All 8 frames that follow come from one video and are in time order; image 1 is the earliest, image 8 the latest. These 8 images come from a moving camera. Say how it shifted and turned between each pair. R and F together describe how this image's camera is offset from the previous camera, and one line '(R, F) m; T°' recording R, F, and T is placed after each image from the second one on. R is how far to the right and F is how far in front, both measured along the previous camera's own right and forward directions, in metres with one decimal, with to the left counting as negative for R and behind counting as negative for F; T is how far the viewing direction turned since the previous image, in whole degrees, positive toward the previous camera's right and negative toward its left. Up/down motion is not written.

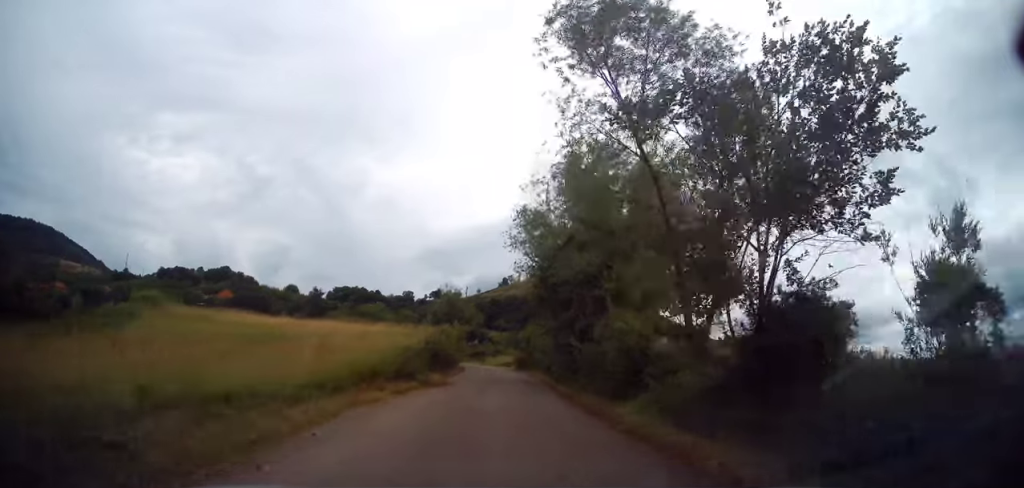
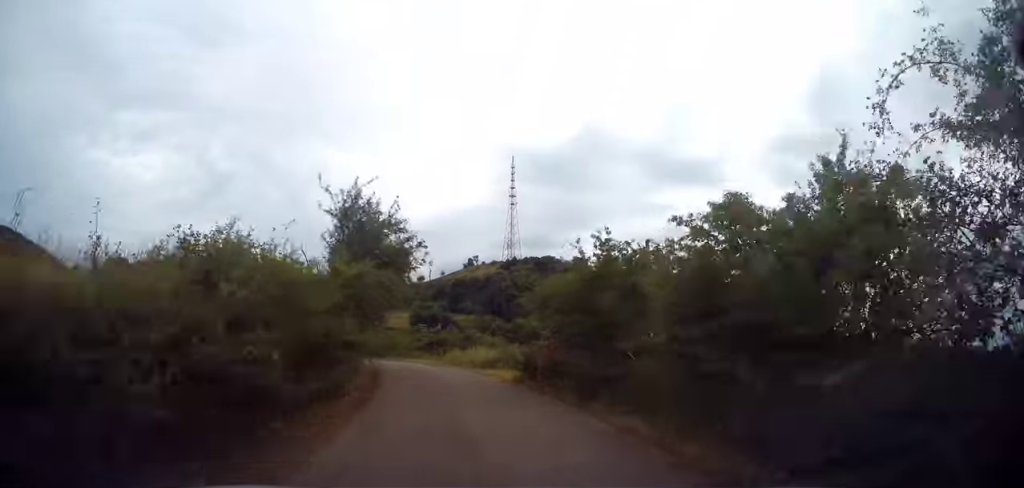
(+1.5, +22.9) m; +7°
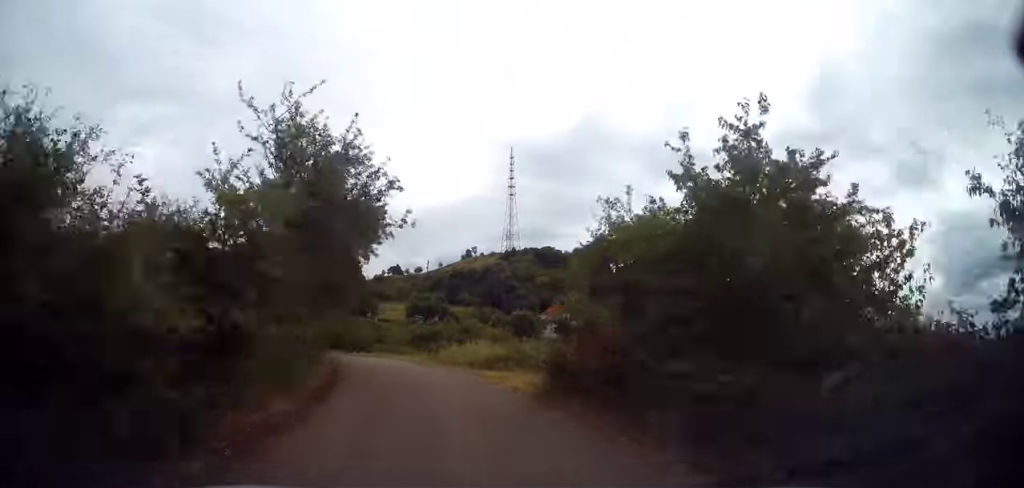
(-0.1, +5.3) m; 0°
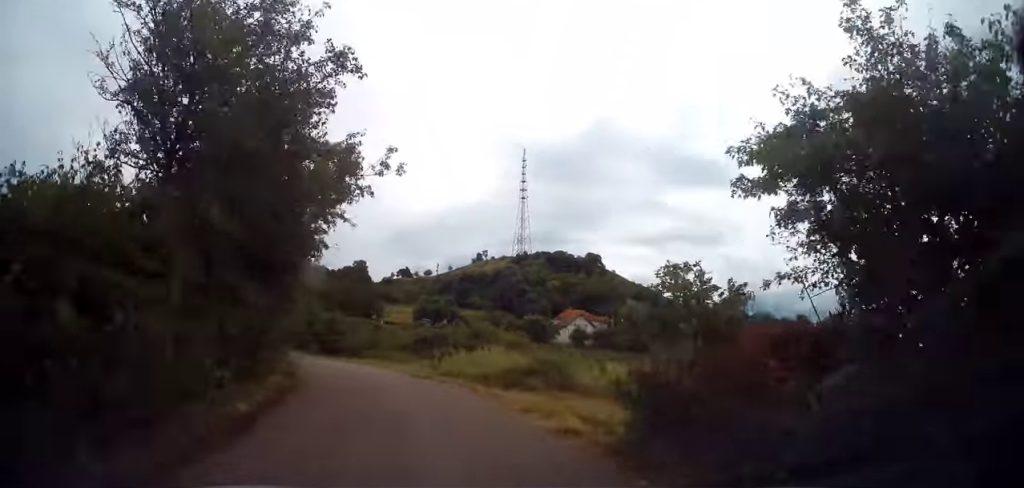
(+0.2, +4.8) m; -3°
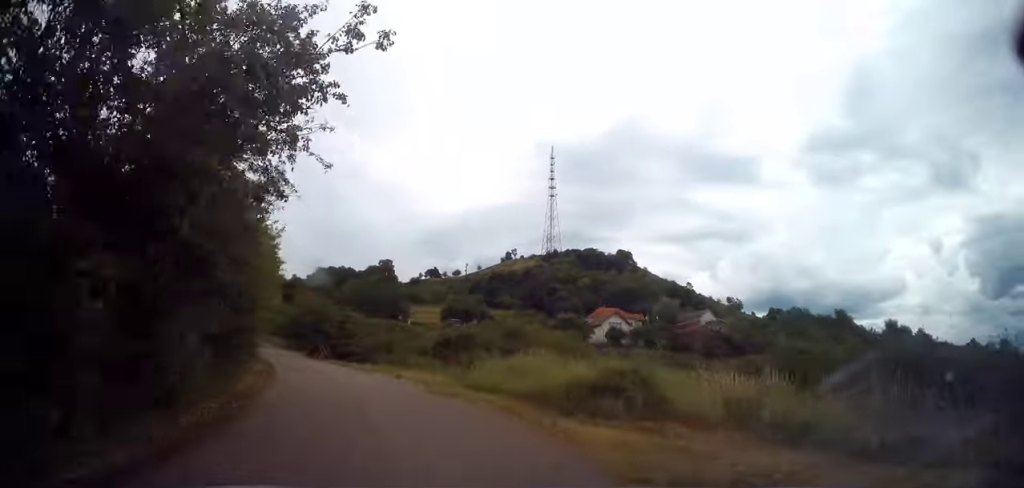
(+0.3, +4.5) m; -3°
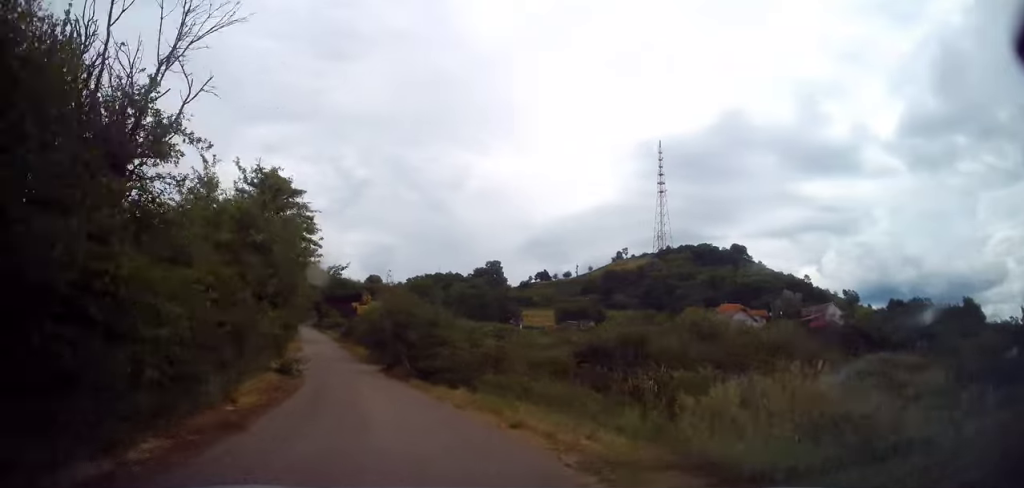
(-1.2, +8.7) m; -14°
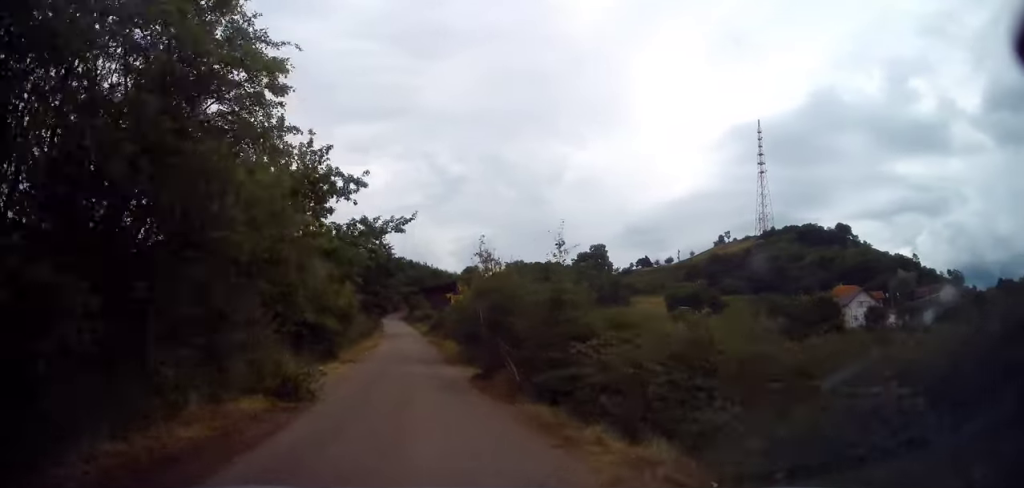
(-0.9, +8.6) m; -10°
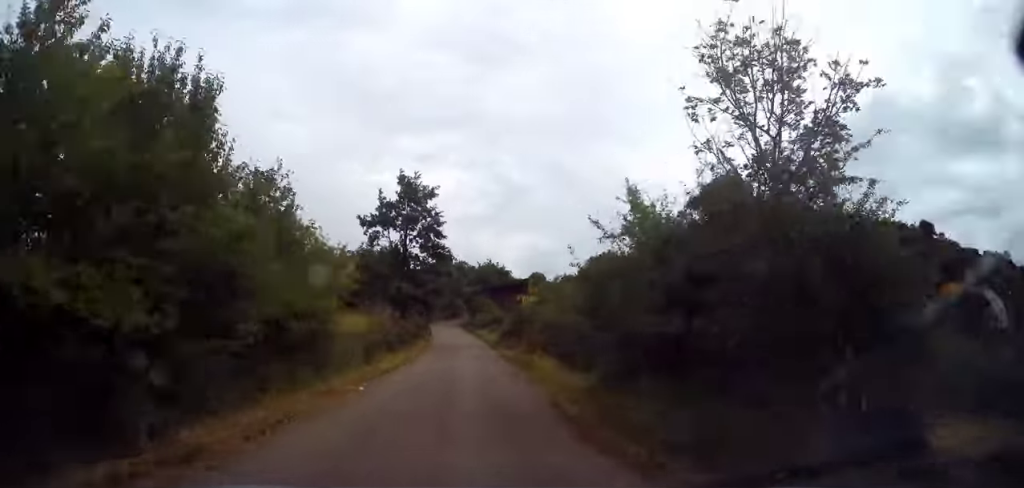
(-1.1, +16.2) m; -5°
